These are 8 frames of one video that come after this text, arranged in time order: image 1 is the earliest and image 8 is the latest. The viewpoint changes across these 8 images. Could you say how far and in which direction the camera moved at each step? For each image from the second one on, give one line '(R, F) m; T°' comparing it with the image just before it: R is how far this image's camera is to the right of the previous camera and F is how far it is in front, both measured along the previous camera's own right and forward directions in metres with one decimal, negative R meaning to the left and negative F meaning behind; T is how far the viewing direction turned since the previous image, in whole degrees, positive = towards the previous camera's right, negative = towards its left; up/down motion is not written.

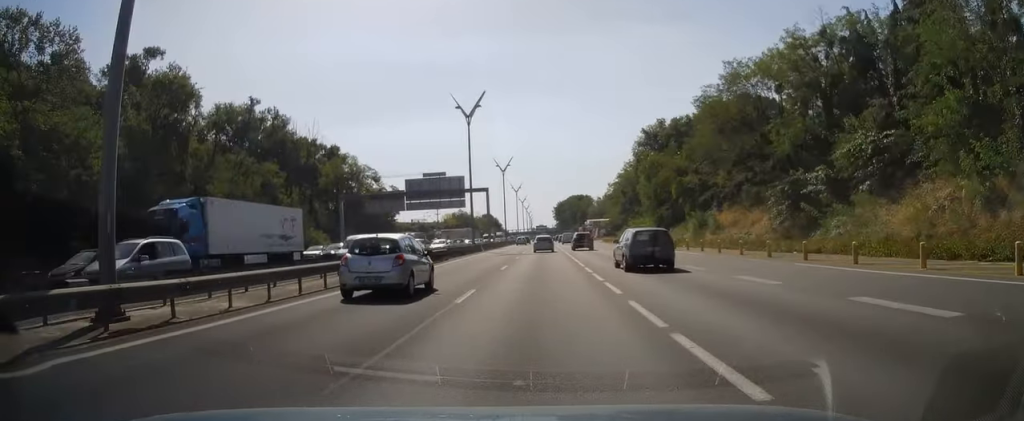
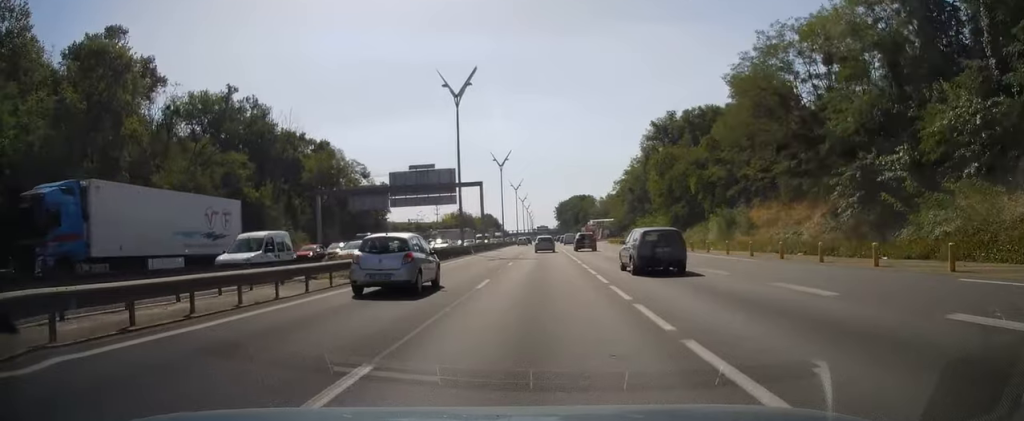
(0.0, +9.6) m; 0°
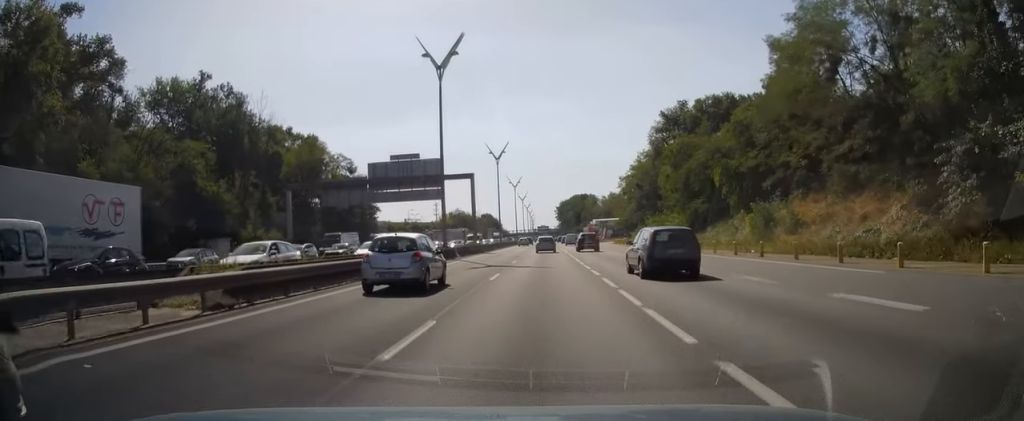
(0.0, +9.7) m; 0°
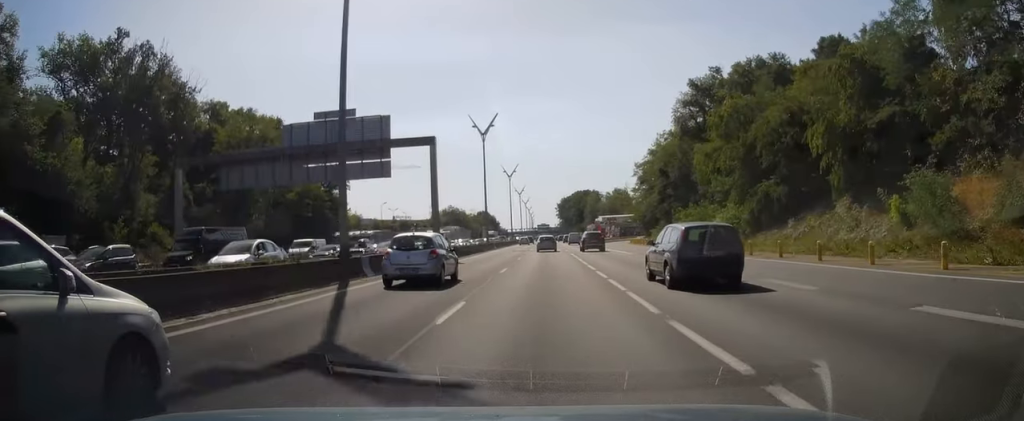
(-0.1, +22.8) m; 0°
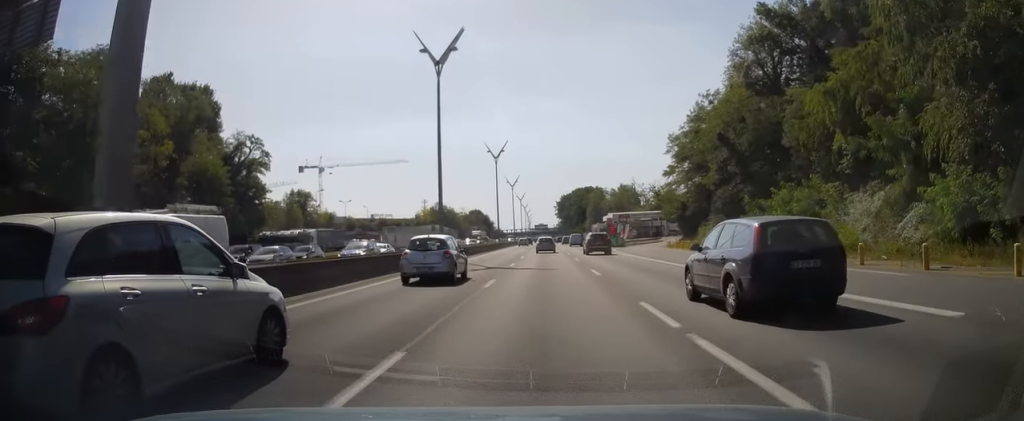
(-0.1, +31.8) m; 0°
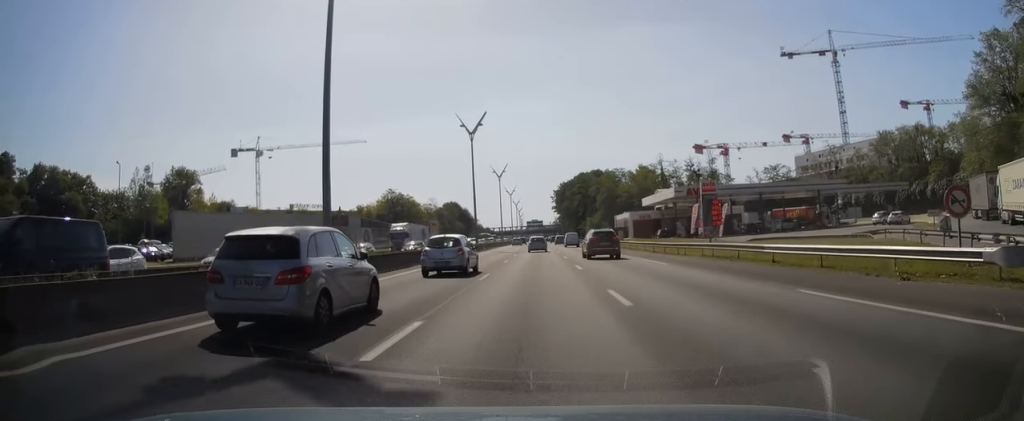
(+0.2, +74.7) m; +1°
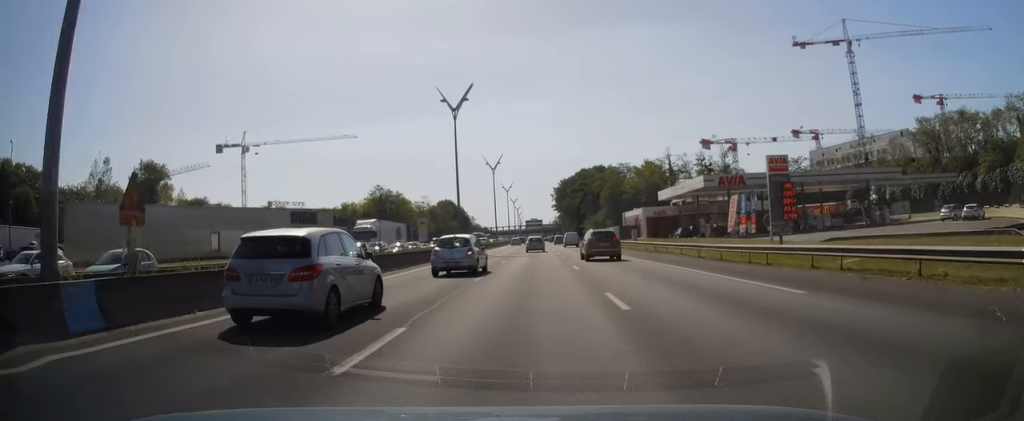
(+0.2, +13.7) m; 0°
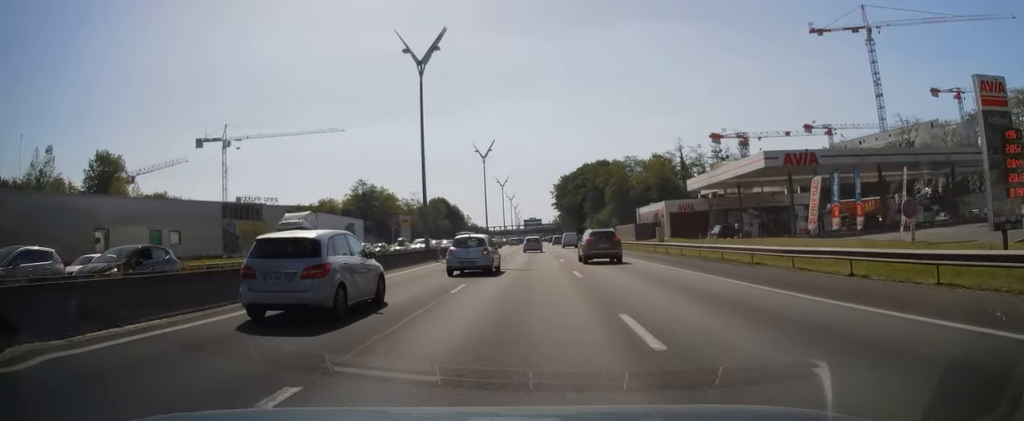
(0.0, +16.9) m; 0°
